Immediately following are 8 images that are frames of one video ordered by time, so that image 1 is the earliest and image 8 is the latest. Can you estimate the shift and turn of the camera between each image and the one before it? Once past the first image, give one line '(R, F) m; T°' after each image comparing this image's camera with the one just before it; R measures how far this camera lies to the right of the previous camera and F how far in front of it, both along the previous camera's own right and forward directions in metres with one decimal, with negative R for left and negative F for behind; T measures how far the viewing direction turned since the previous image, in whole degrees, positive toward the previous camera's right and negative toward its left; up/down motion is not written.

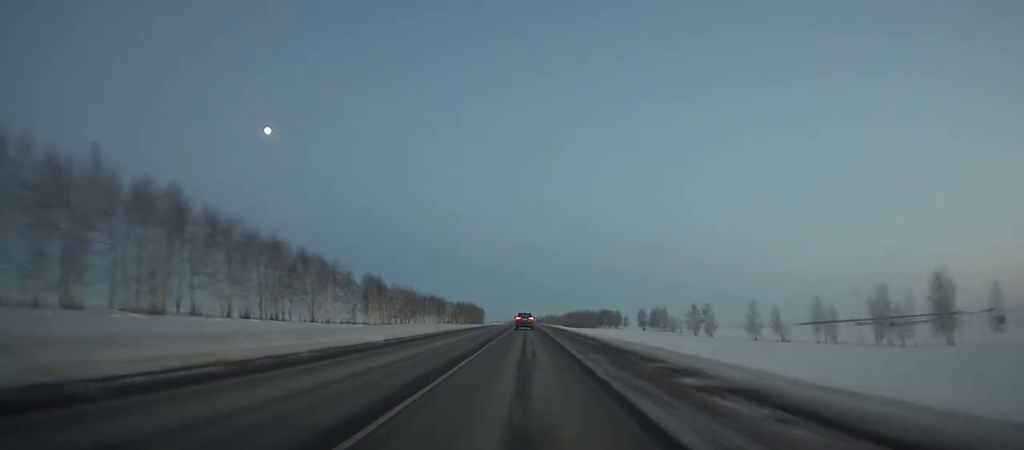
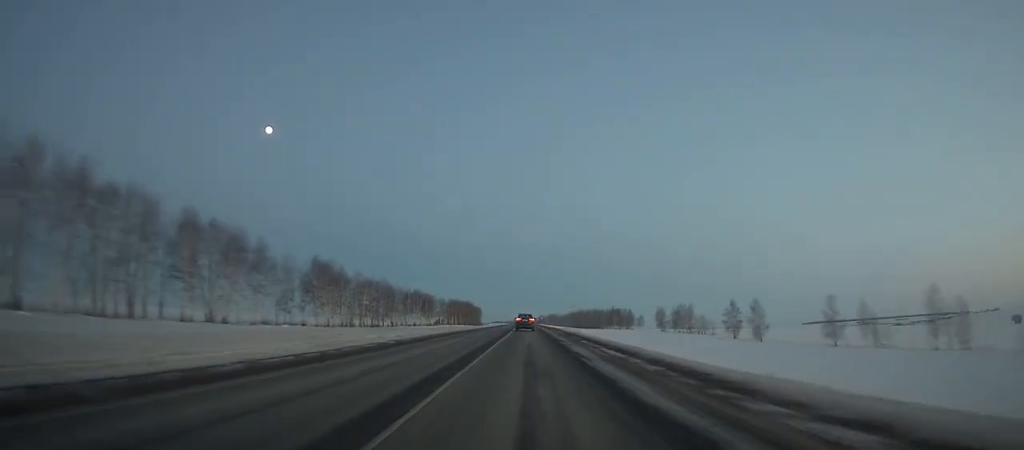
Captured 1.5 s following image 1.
(-0.1, +37.1) m; 0°
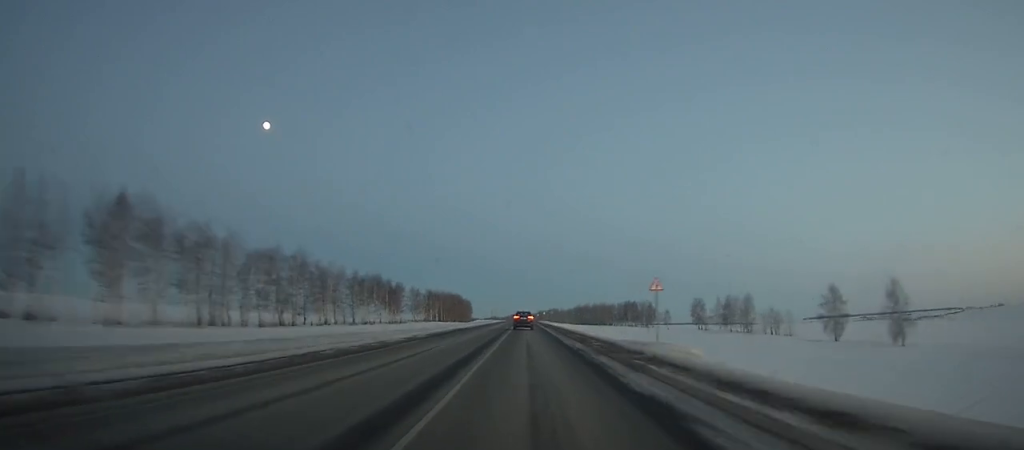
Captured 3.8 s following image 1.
(-0.1, +57.0) m; 0°
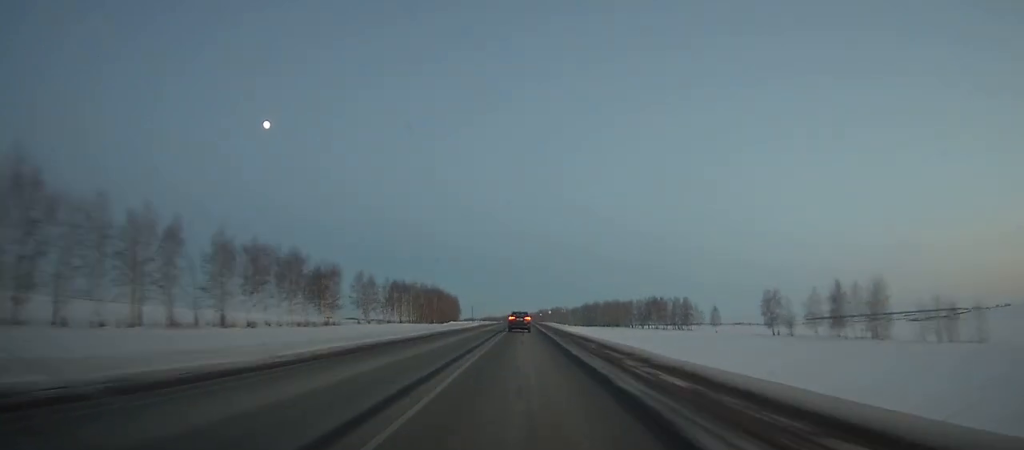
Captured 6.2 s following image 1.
(+0.3, +59.2) m; 0°
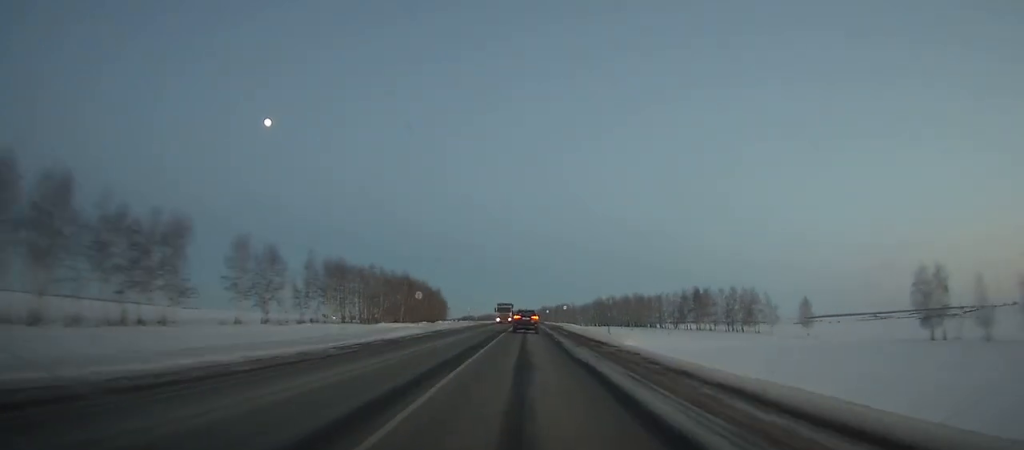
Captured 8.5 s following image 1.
(-0.2, +55.9) m; 0°
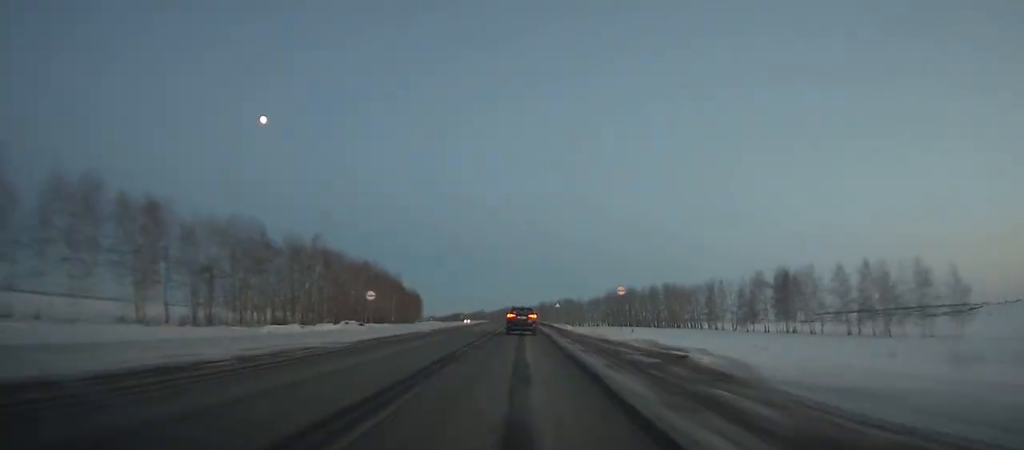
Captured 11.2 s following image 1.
(+0.1, +64.1) m; 0°
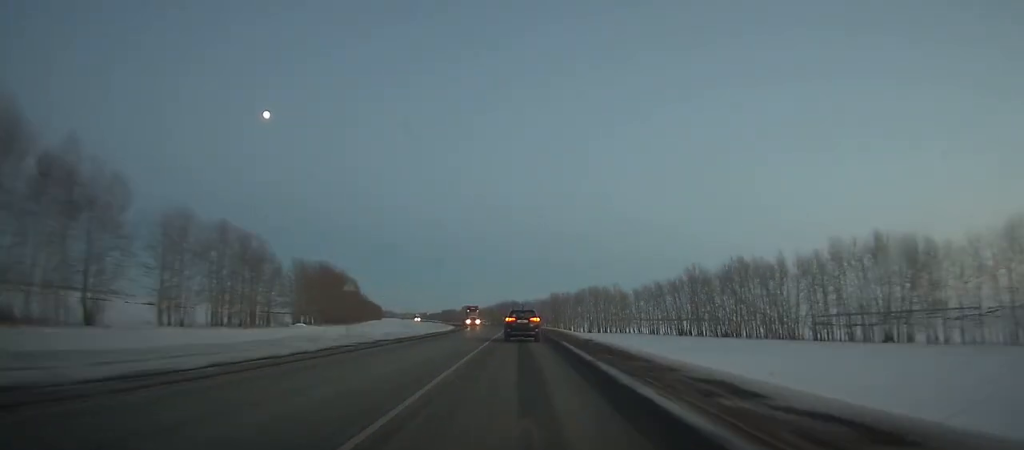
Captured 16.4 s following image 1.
(-0.2, +117.8) m; -1°
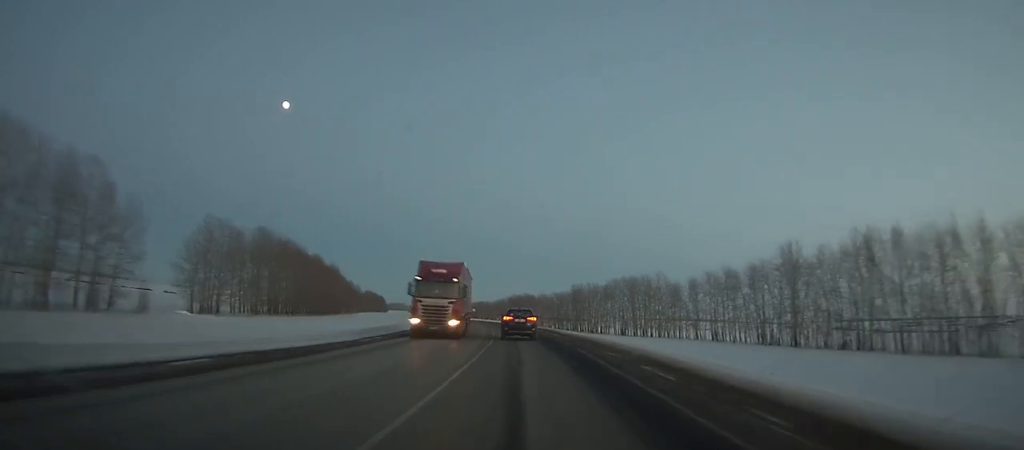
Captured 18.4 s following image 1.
(+0.4, +43.7) m; -1°
